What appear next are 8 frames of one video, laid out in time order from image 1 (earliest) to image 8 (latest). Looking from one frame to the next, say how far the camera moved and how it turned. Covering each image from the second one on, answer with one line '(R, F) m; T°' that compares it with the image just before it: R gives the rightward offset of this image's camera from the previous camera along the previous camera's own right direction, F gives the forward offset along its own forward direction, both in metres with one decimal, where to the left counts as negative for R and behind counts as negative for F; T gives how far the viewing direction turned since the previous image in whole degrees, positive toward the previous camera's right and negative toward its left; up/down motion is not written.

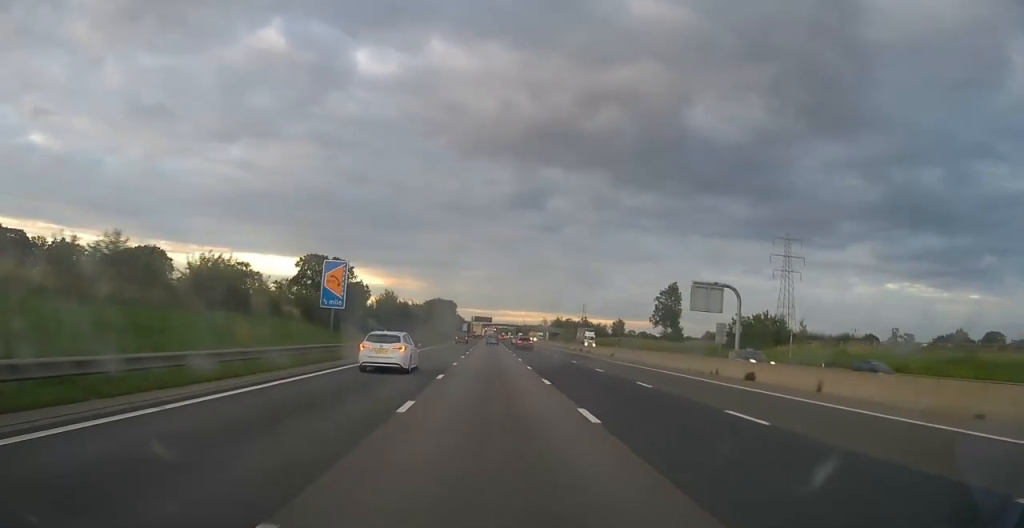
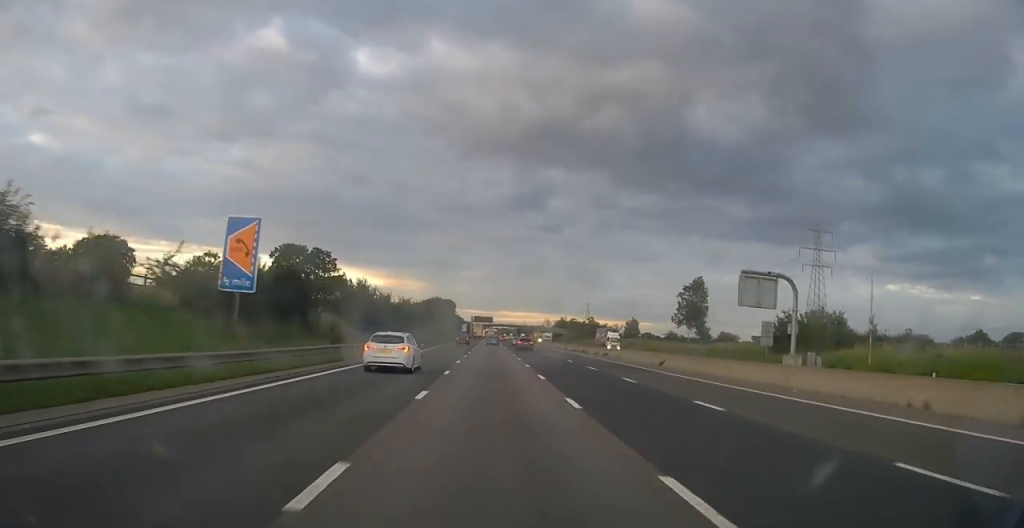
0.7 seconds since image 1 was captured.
(0.0, +15.5) m; 0°
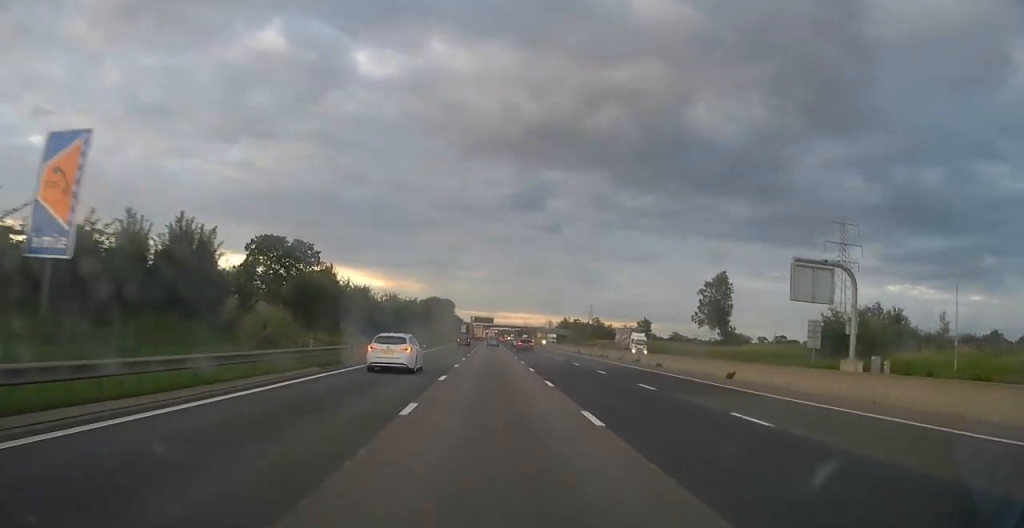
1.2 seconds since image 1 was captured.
(0.0, +11.6) m; 0°
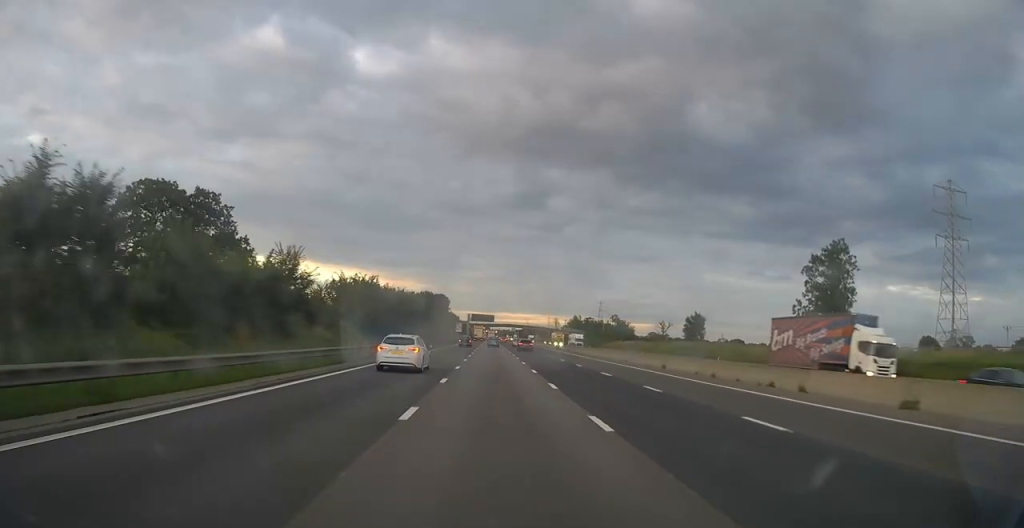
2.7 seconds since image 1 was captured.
(0.0, +36.6) m; 0°
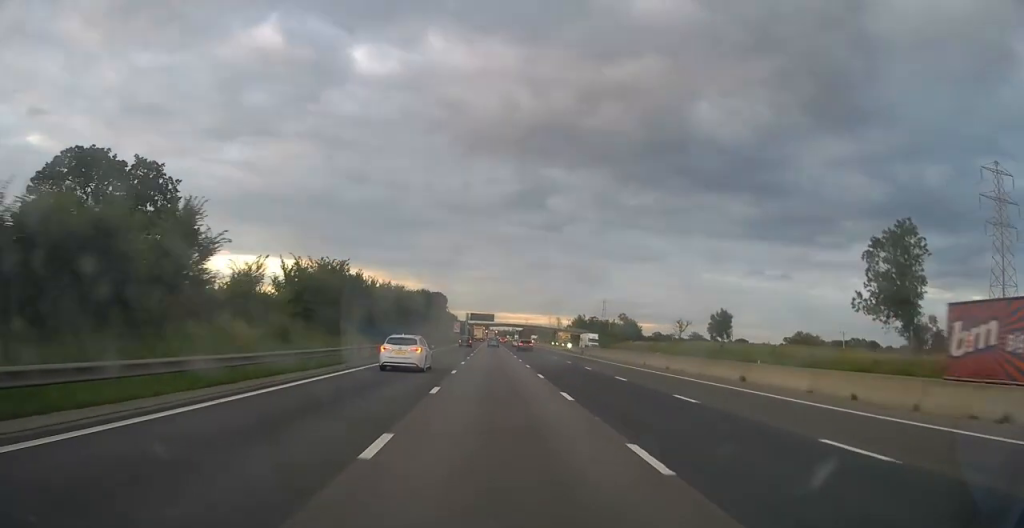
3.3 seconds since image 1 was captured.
(0.0, +12.6) m; 0°
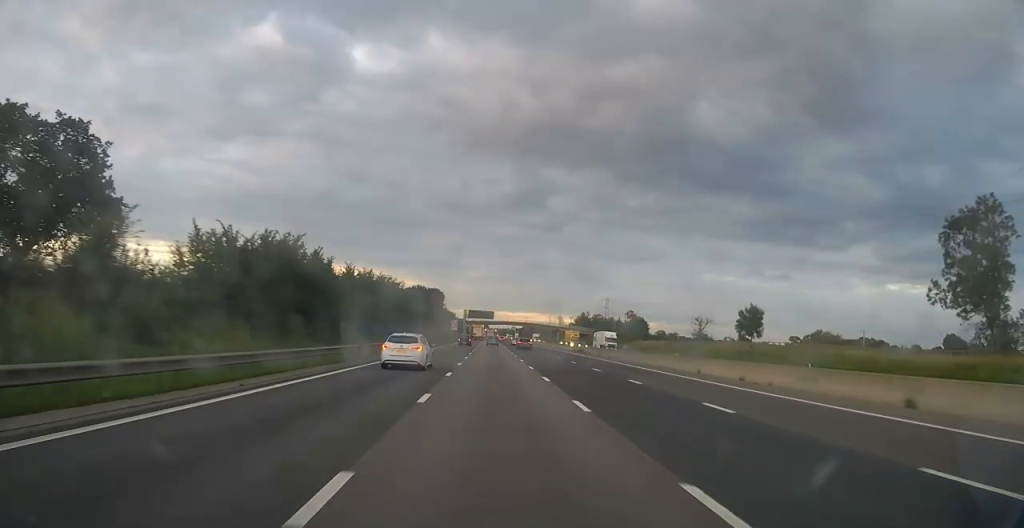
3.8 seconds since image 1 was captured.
(0.0, +11.8) m; 0°
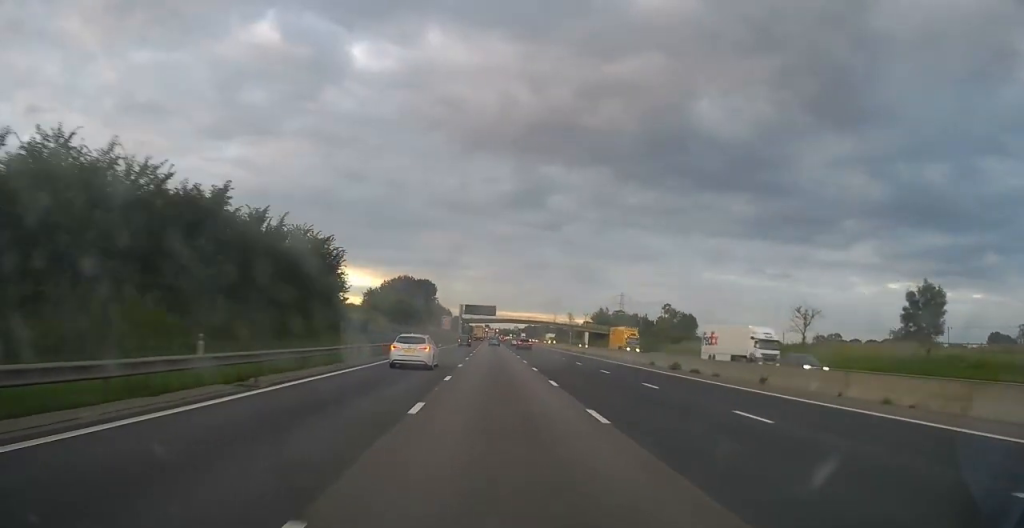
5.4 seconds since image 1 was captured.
(0.0, +37.9) m; 0°
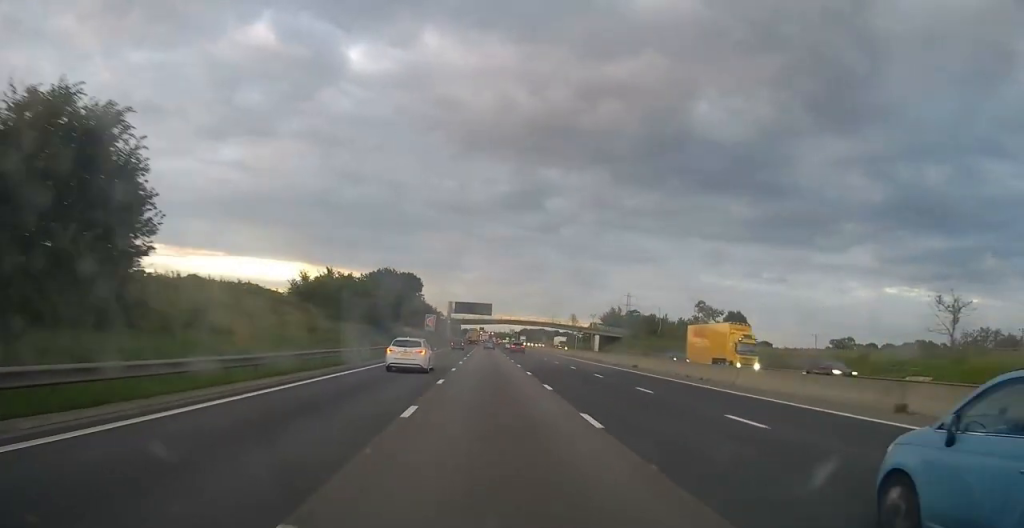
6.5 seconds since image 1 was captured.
(-0.1, +27.5) m; 0°
